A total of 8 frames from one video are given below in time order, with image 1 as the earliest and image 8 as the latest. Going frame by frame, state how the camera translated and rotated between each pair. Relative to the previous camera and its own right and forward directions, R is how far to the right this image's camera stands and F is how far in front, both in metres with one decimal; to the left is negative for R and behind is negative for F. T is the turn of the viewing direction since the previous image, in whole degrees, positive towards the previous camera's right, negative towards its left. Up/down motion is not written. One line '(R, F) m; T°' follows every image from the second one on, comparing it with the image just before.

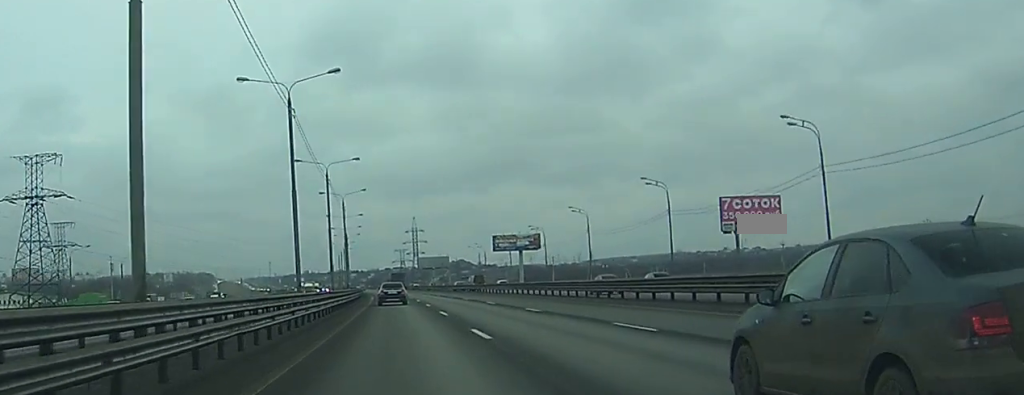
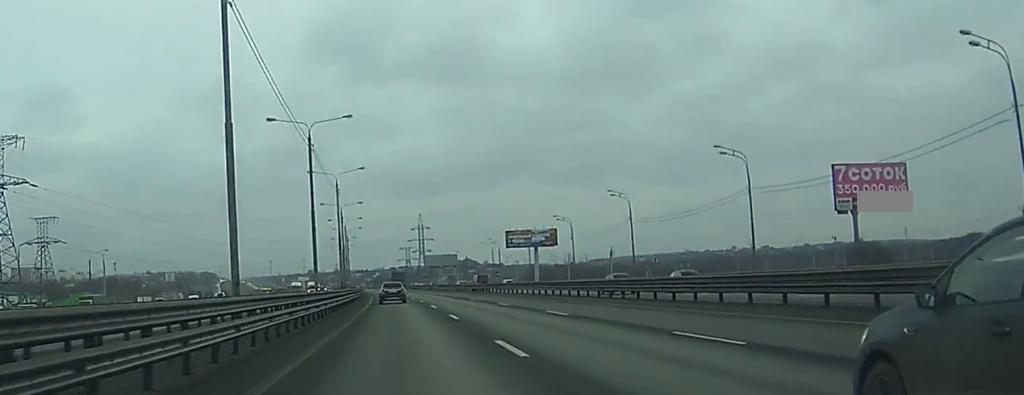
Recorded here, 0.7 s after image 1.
(-0.1, +19.5) m; -1°
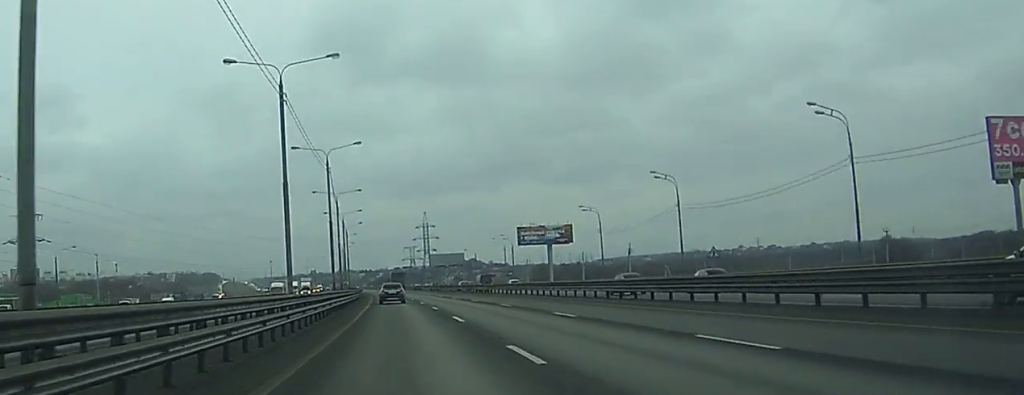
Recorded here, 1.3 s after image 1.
(-0.4, +15.6) m; 0°
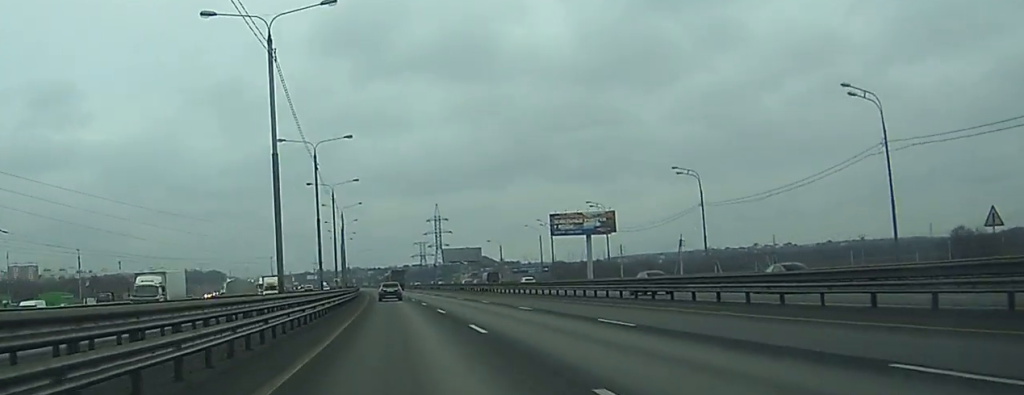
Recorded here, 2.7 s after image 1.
(+0.7, +36.4) m; 0°
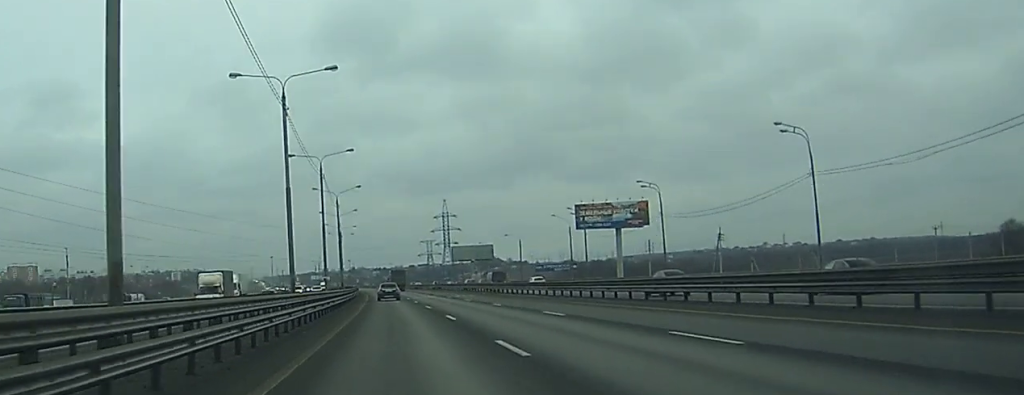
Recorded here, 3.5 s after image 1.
(-0.4, +25.8) m; -1°
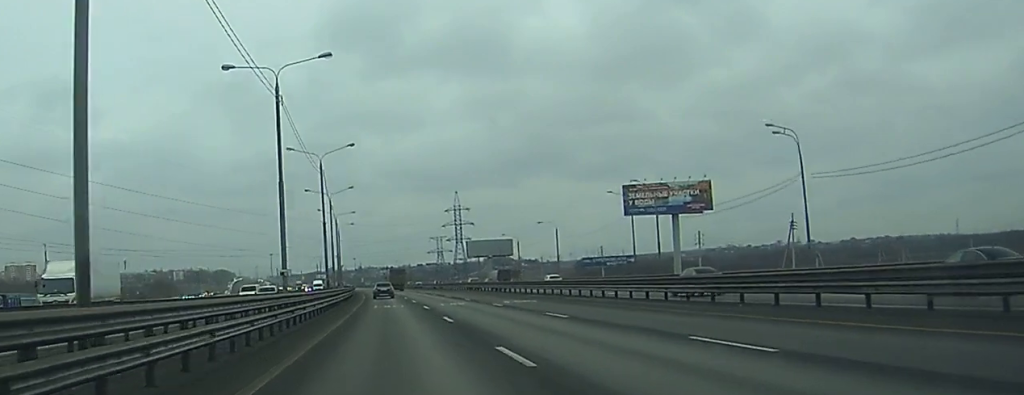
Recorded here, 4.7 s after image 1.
(-0.3, +37.9) m; -1°
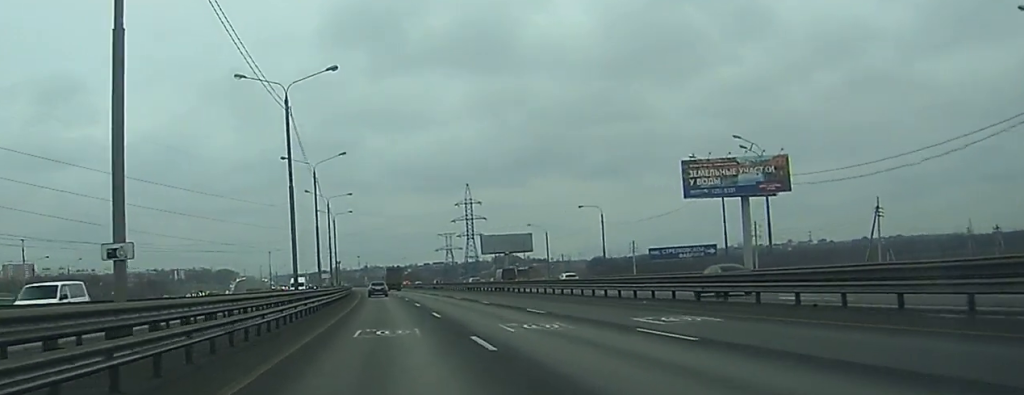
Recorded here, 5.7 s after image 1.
(-0.2, +31.0) m; -1°
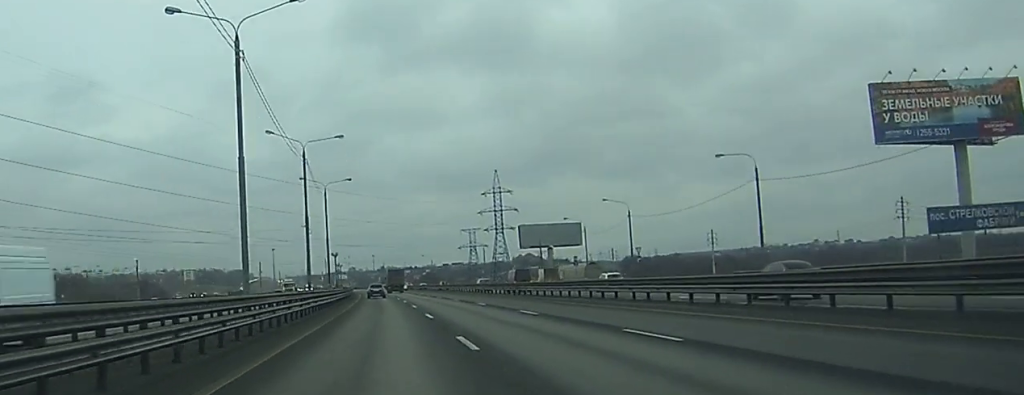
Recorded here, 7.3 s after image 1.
(-0.5, +48.4) m; -1°
